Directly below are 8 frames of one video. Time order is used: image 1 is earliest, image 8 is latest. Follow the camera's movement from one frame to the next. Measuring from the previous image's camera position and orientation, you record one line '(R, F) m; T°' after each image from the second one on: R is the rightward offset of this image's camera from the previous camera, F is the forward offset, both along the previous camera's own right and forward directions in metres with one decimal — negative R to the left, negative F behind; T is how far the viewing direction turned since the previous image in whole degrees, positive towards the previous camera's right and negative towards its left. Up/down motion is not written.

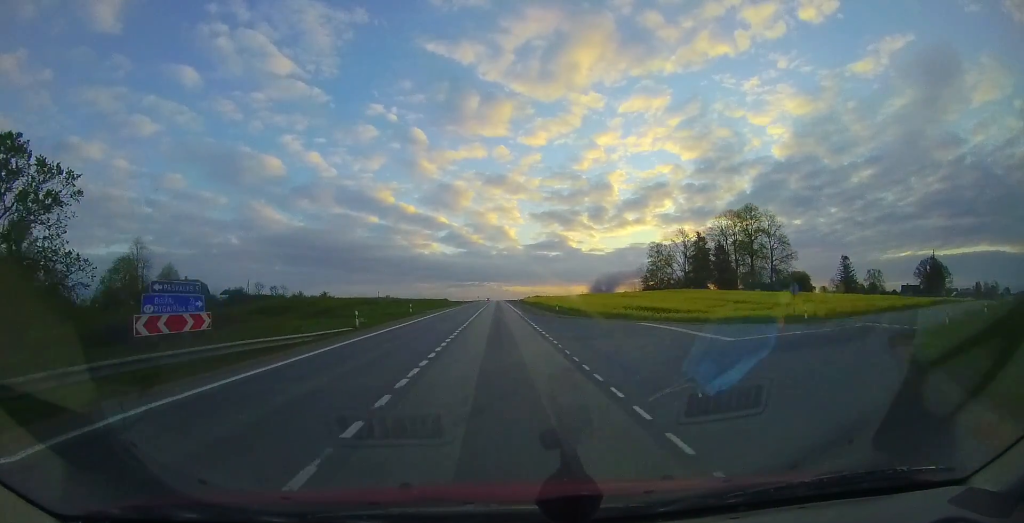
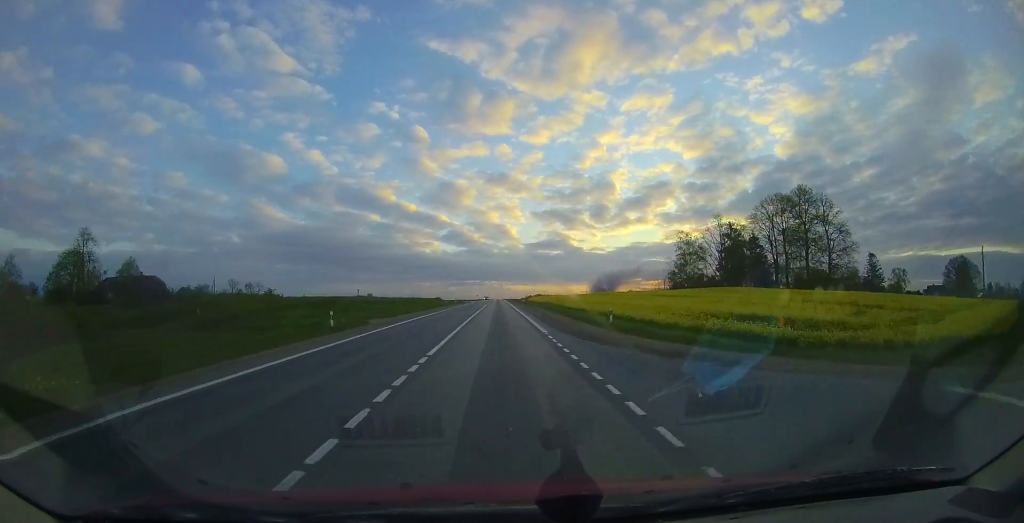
(0.0, +16.0) m; 0°
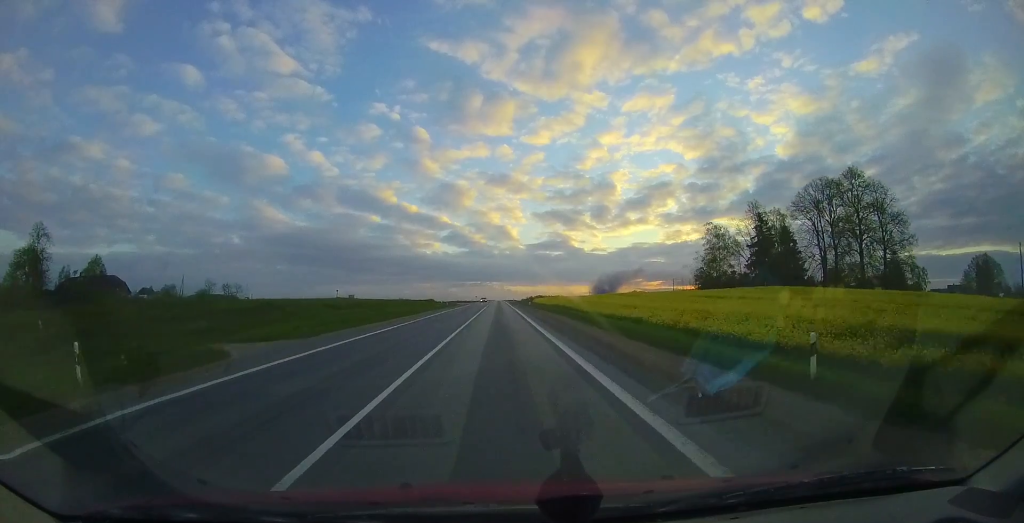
(0.0, +11.8) m; 0°
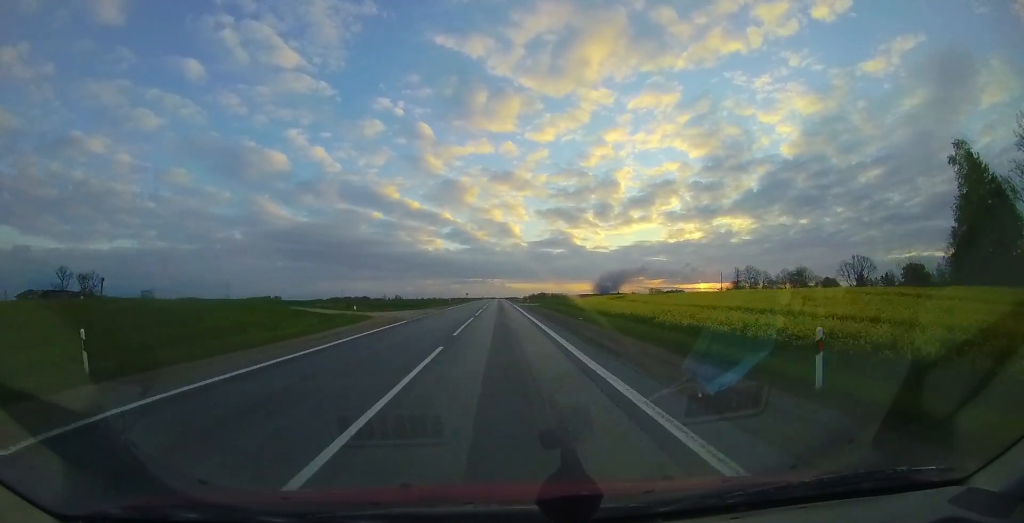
(-0.3, +51.6) m; -1°
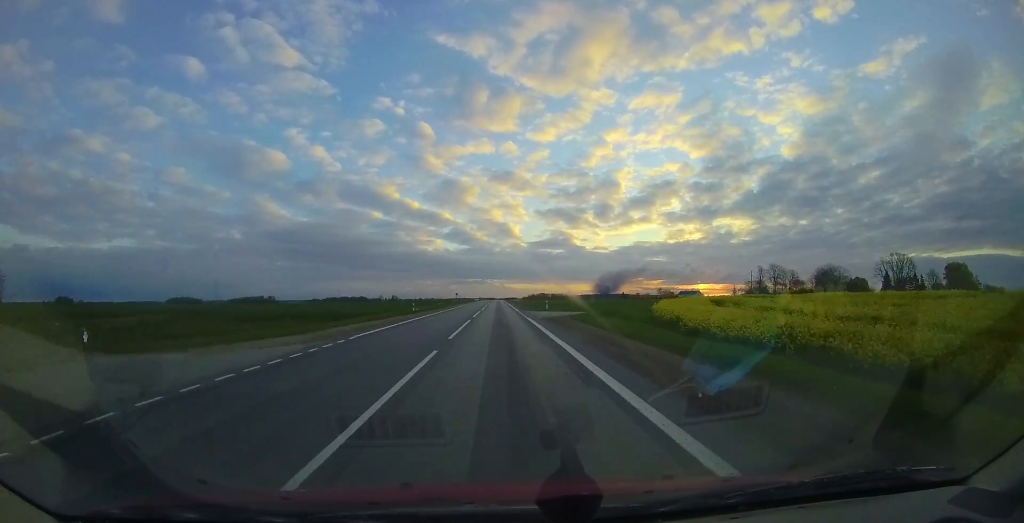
(-0.3, +24.3) m; +1°
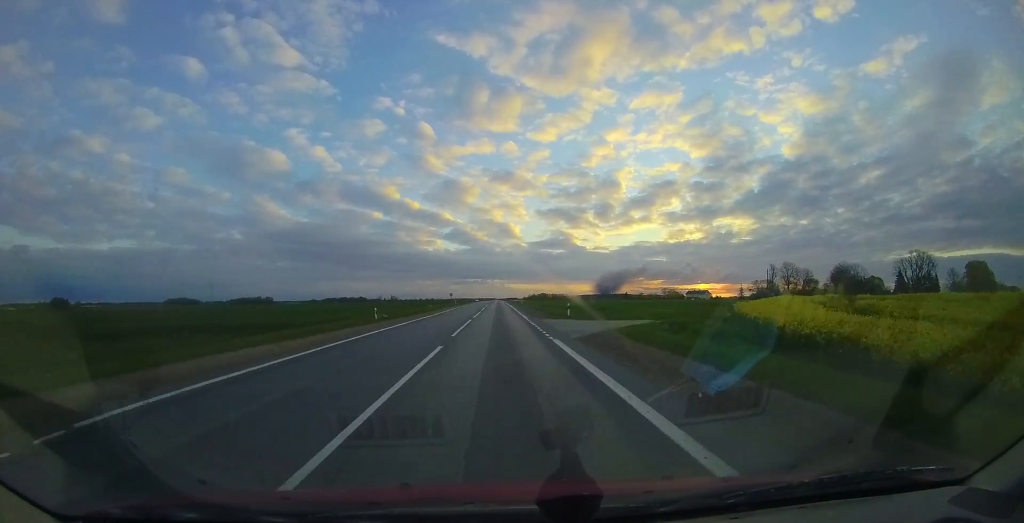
(+0.3, +11.0) m; +1°
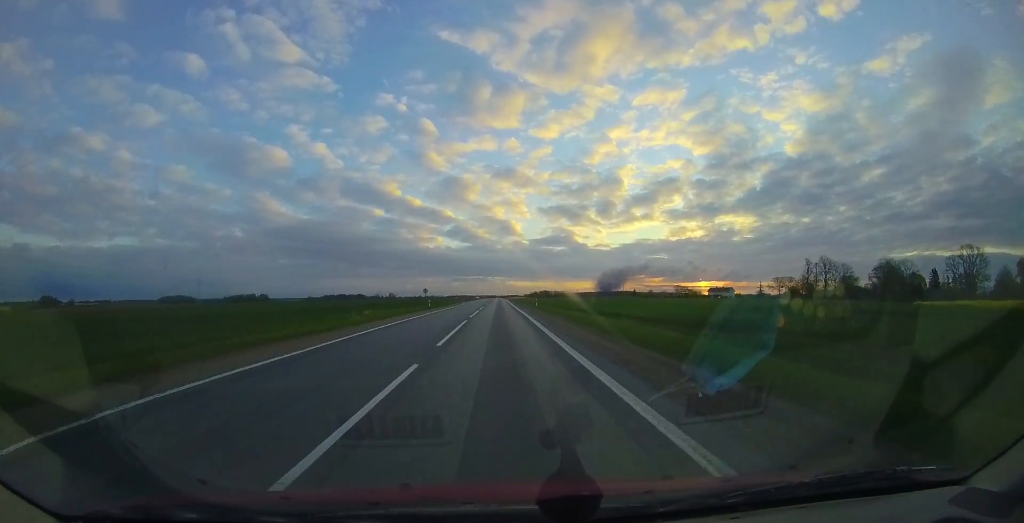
(+0.1, +26.9) m; 0°
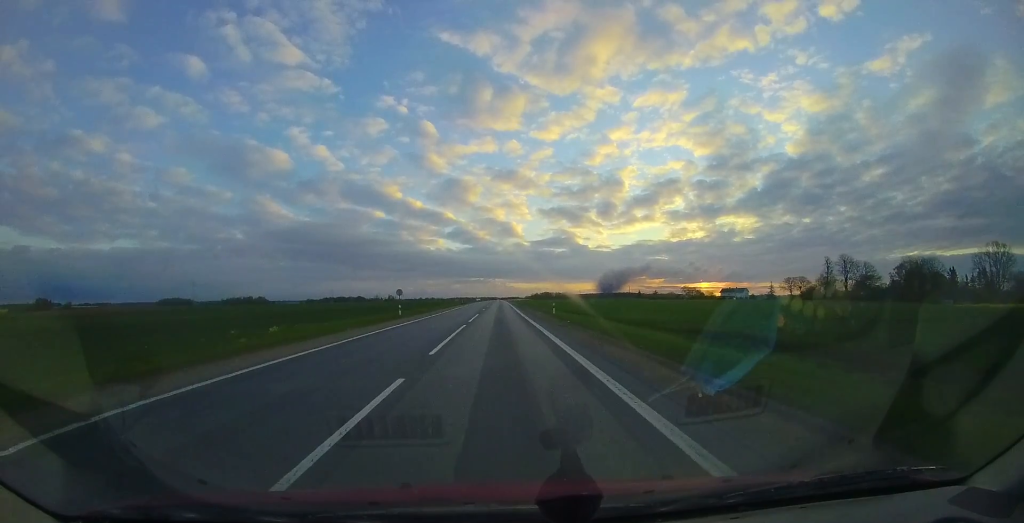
(0.0, +13.2) m; 0°
